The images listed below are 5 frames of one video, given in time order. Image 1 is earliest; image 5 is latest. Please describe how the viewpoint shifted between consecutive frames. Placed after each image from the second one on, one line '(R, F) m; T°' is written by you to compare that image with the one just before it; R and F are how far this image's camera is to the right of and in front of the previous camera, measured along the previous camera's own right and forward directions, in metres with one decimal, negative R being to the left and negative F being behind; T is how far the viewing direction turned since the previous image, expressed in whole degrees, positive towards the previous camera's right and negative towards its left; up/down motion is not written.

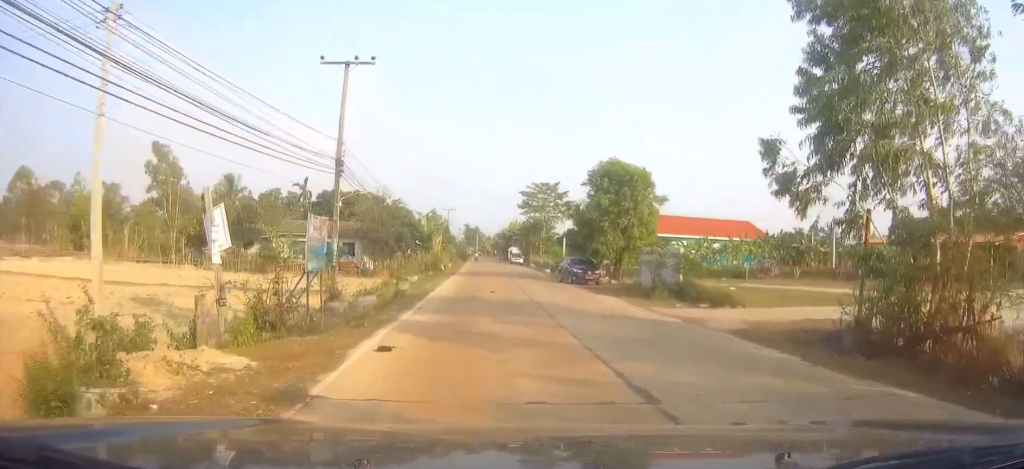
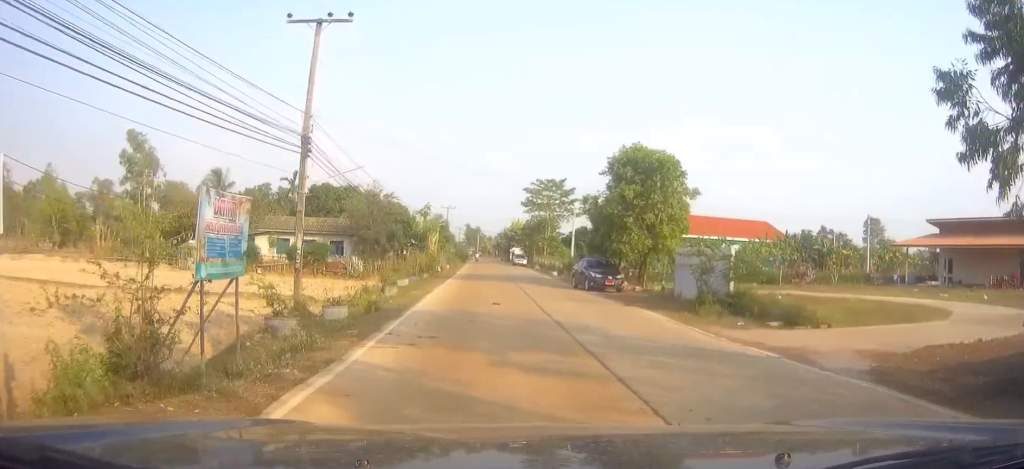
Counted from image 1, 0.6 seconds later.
(+0.1, +6.0) m; 0°
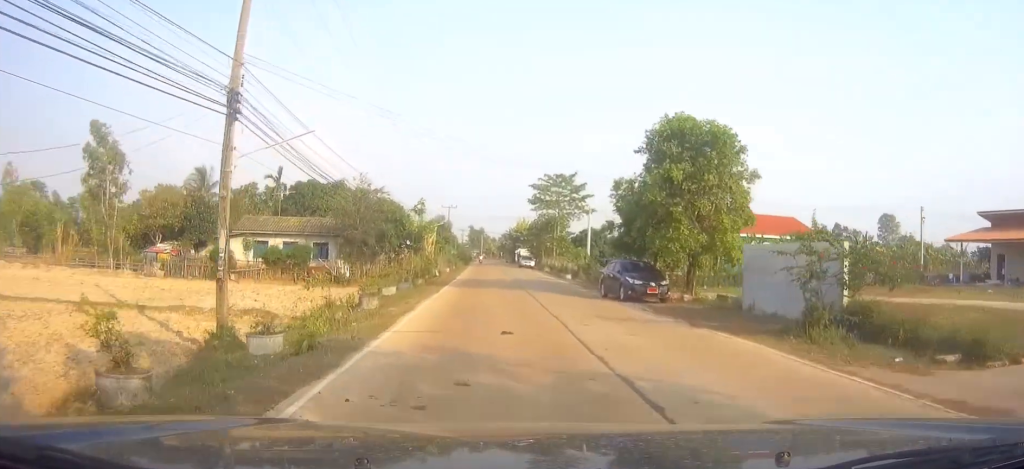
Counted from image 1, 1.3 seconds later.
(0.0, +7.8) m; -1°
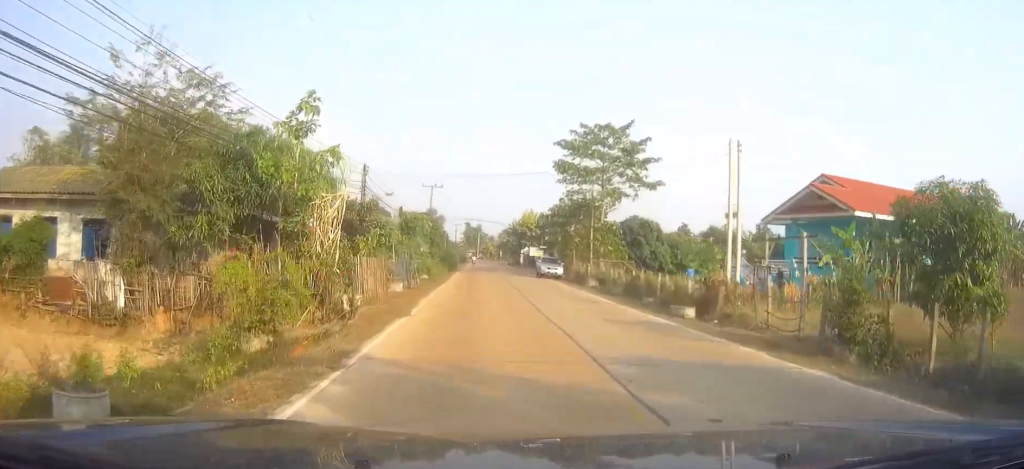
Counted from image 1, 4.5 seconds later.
(-0.1, +34.5) m; 0°
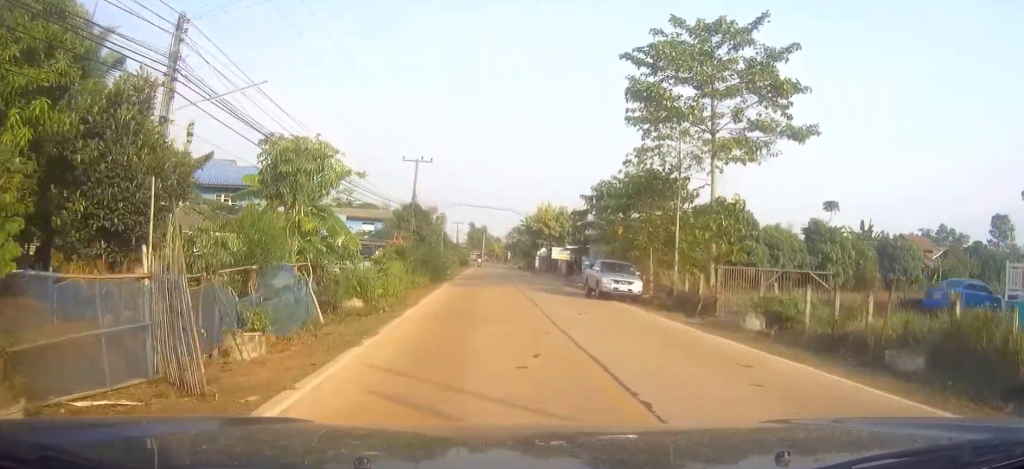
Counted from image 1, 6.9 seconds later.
(+0.1, +25.4) m; +1°
